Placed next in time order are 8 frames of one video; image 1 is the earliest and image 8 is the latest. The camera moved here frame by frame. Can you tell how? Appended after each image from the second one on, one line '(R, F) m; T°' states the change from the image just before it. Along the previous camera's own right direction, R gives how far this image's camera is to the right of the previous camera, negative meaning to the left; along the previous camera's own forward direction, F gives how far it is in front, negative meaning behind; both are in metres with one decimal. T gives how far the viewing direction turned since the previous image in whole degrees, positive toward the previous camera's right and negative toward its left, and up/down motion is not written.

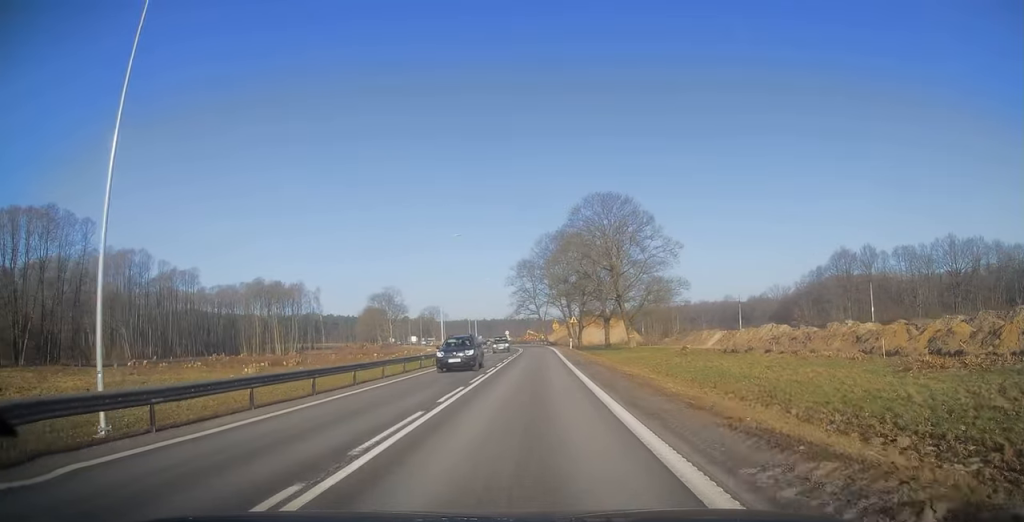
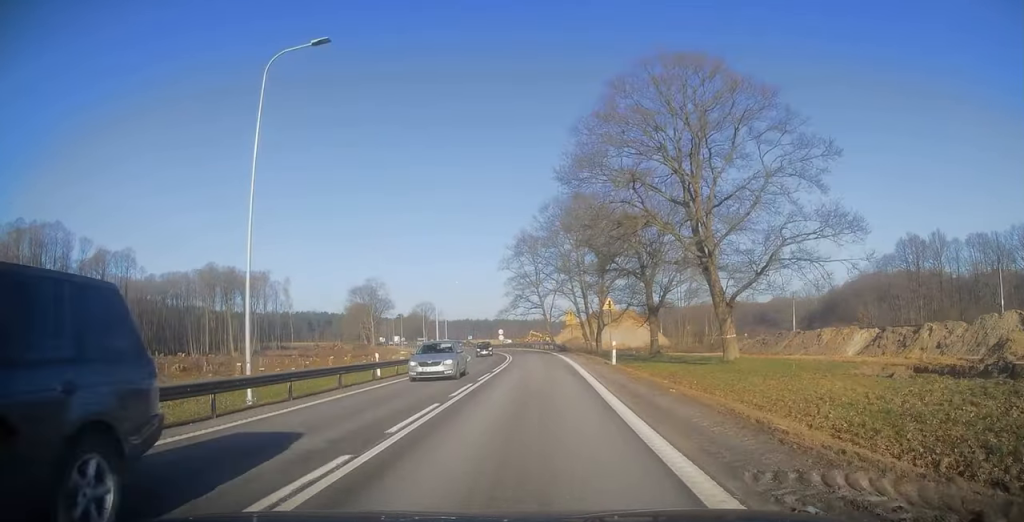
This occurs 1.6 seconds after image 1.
(-0.3, +34.2) m; -1°
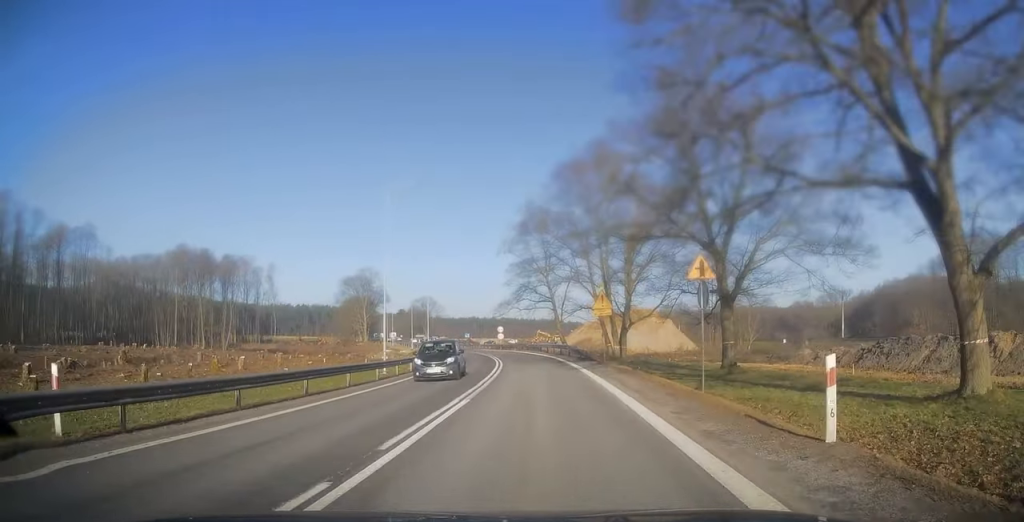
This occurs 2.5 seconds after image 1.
(-0.1, +19.6) m; 0°
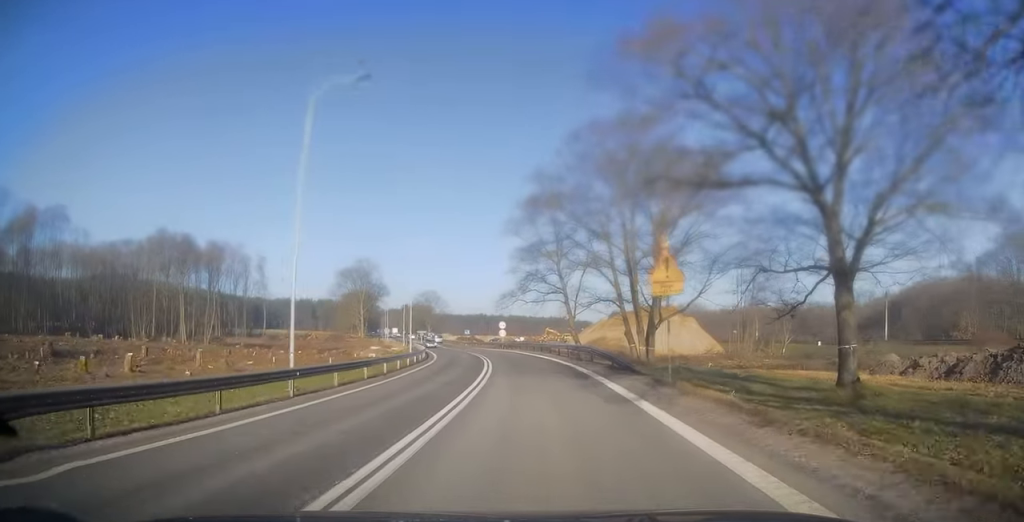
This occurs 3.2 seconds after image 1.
(0.0, +13.2) m; 0°
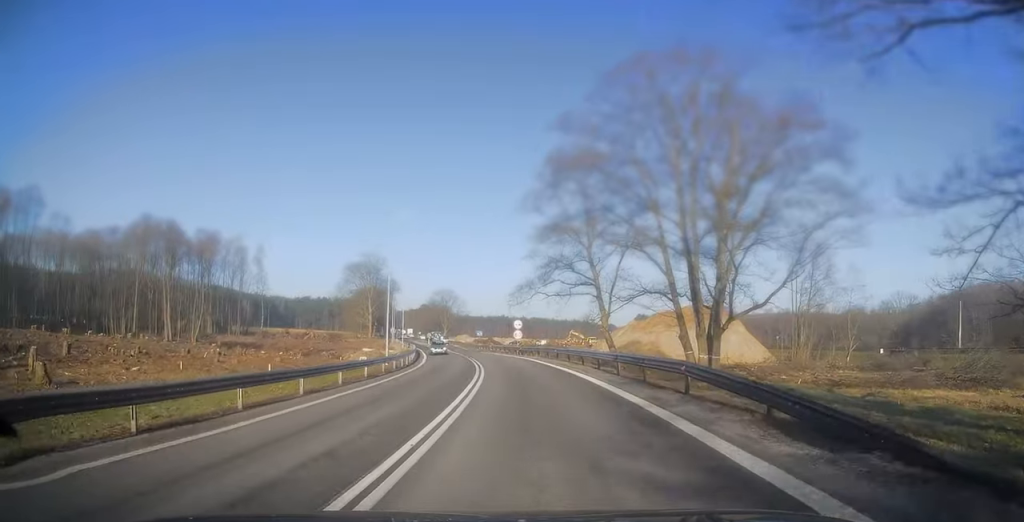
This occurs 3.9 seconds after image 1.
(0.0, +15.4) m; -1°
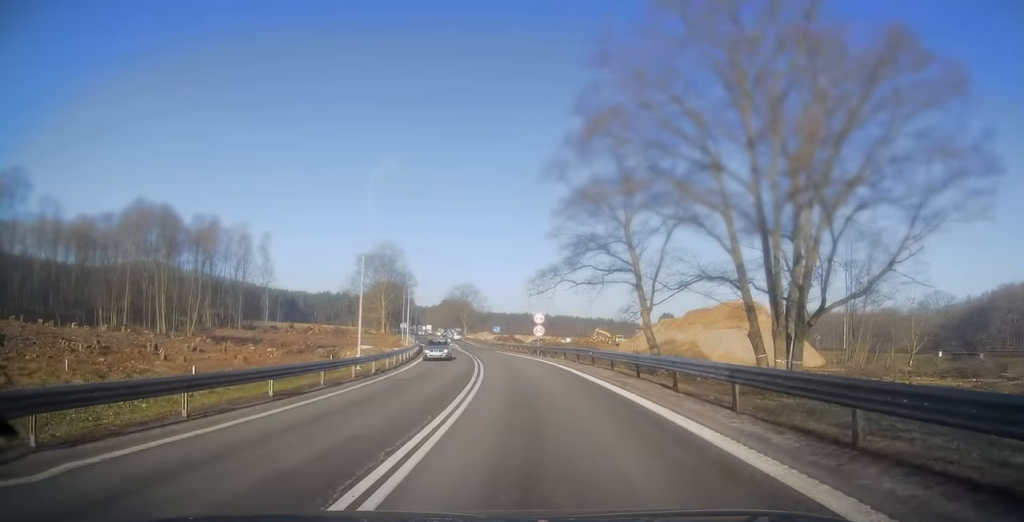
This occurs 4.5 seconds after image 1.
(-0.1, +10.8) m; -2°
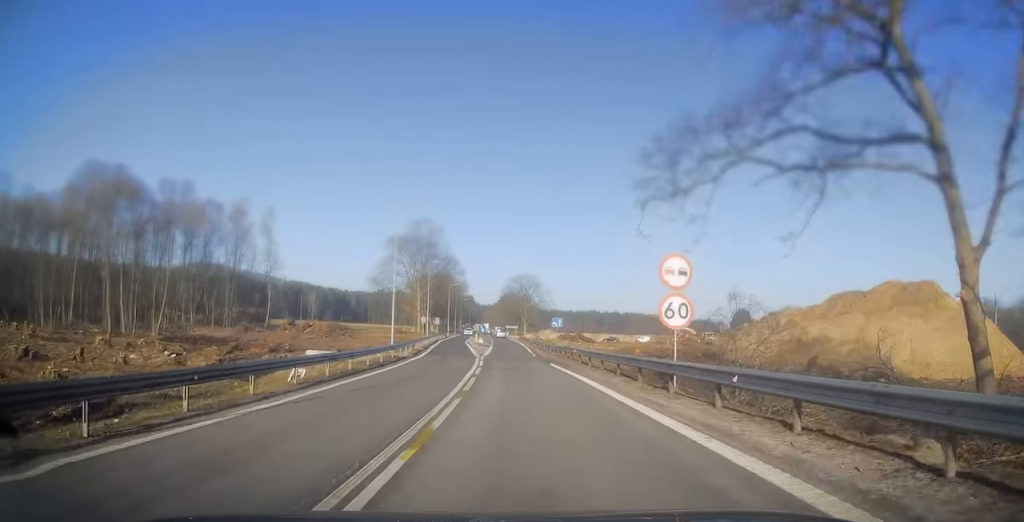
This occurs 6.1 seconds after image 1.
(-1.7, +32.8) m; -6°
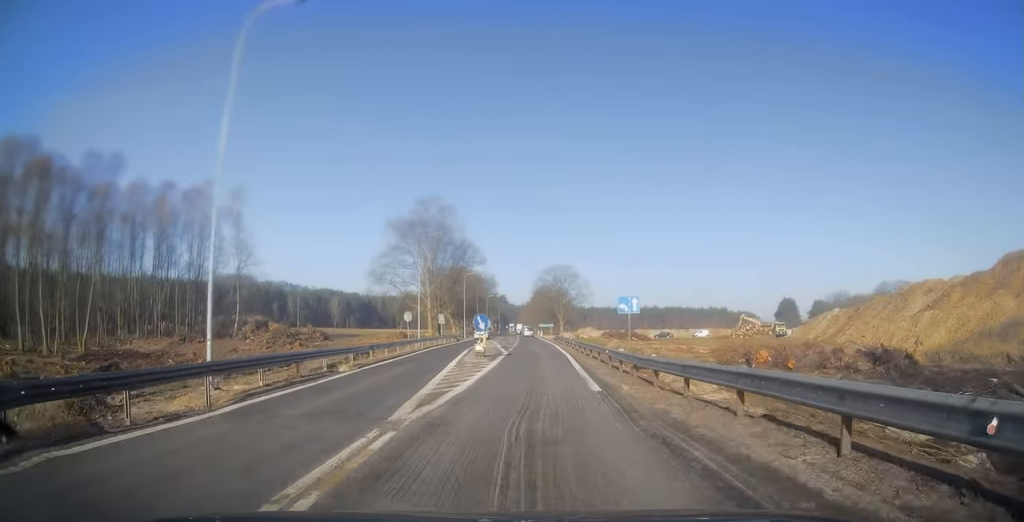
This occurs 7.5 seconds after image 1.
(-0.8, +26.2) m; -3°
